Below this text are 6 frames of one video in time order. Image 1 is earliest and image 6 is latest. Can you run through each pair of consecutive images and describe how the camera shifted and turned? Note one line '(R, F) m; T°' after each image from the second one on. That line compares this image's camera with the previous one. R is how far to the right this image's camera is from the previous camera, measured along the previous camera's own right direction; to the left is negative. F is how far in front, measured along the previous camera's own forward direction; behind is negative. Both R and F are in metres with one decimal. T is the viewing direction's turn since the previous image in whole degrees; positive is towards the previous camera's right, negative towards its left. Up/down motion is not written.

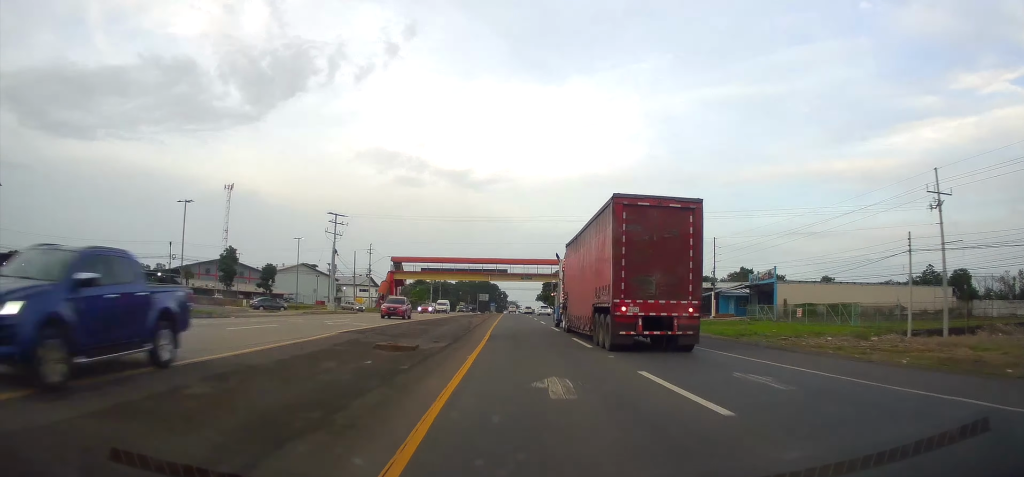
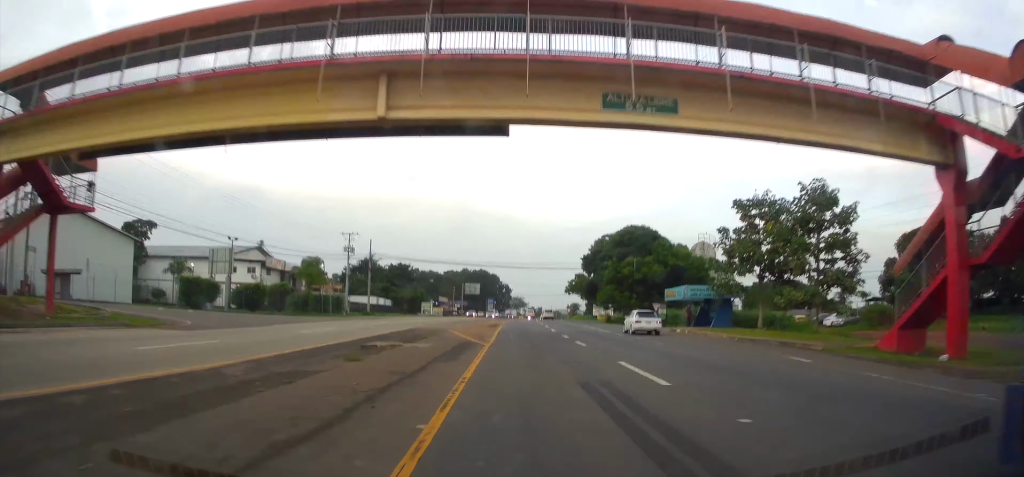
(-0.8, +87.8) m; 0°
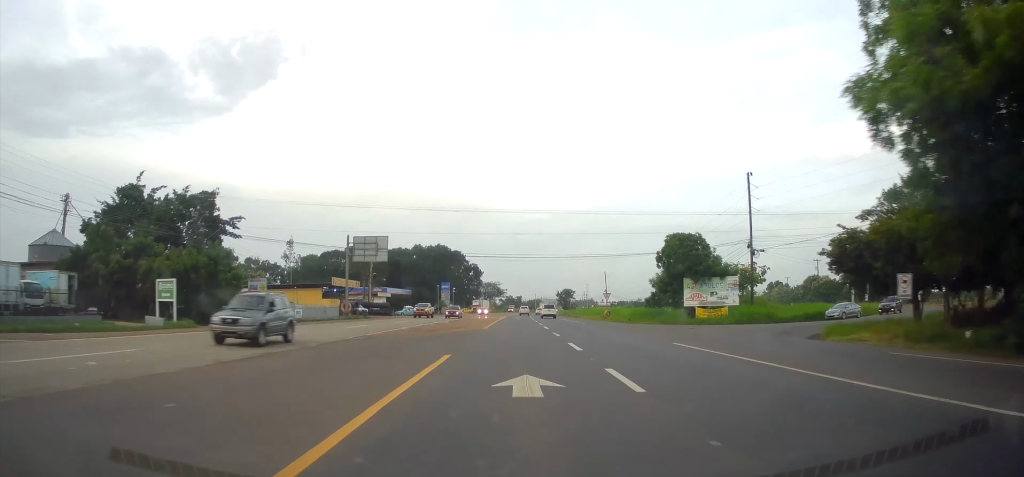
(+1.1, +86.0) m; +2°
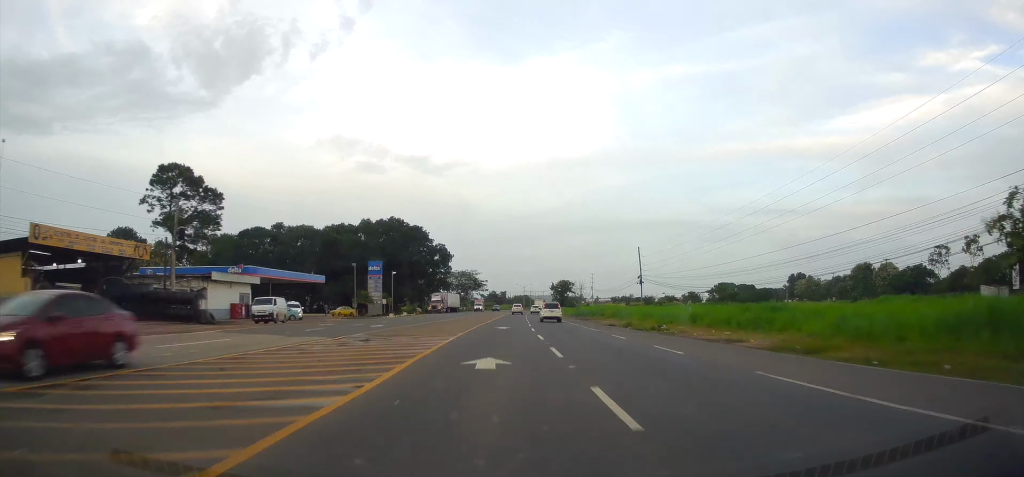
(+1.0, +59.1) m; +1°
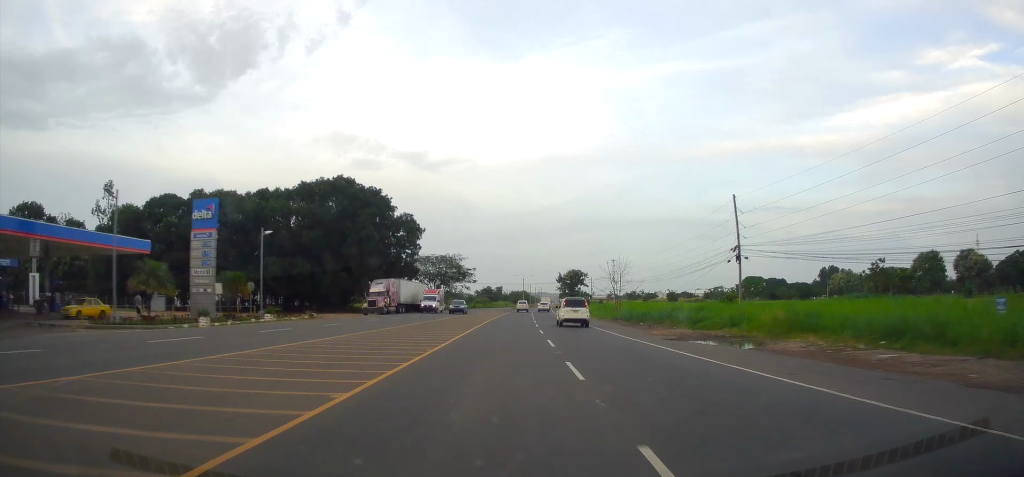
(+0.2, +45.2) m; +1°
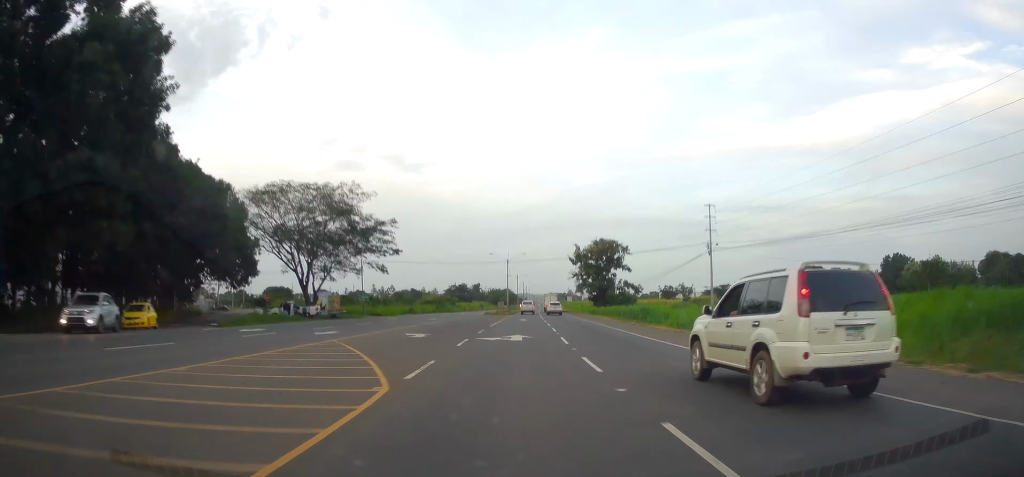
(+1.0, +80.5) m; +2°
